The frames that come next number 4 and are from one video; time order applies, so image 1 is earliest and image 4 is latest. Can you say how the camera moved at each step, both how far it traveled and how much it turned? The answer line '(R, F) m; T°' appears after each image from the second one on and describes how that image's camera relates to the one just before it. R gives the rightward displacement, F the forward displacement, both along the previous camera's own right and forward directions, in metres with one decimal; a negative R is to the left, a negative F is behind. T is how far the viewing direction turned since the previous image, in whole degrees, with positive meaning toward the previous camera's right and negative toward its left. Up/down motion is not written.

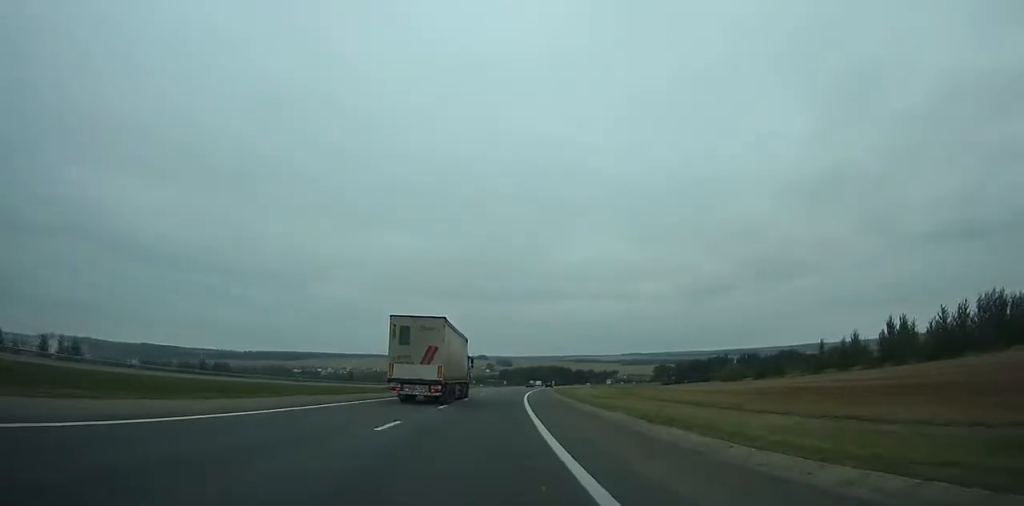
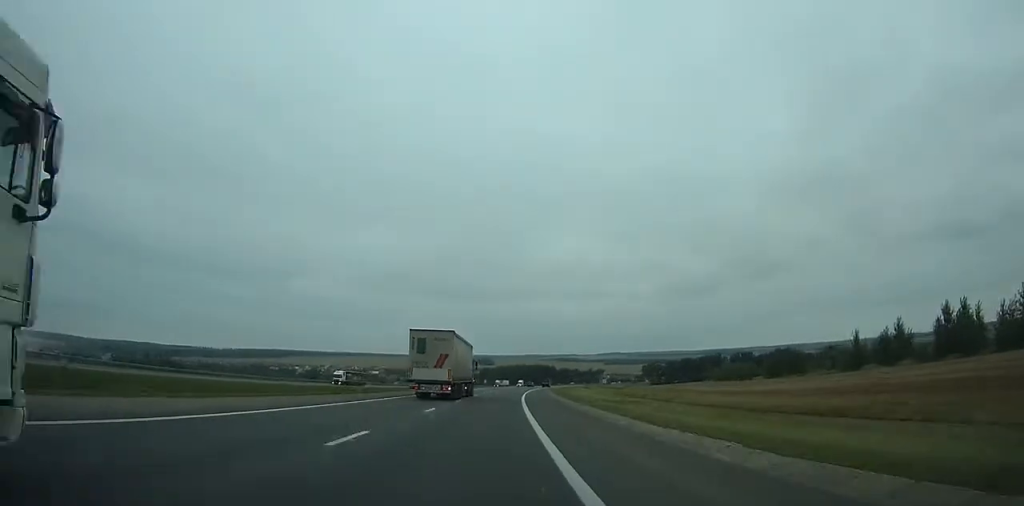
(+0.5, +28.0) m; +2°
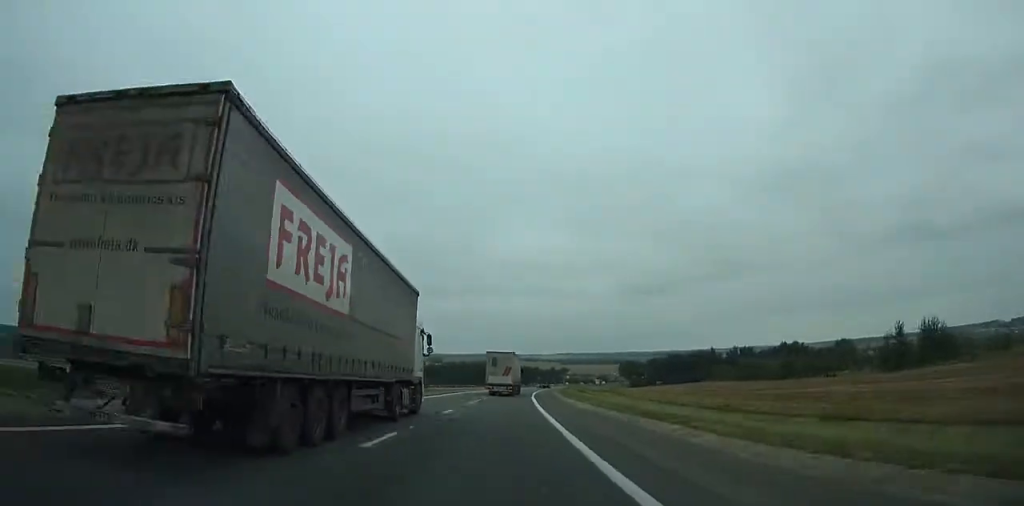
(+3.4, +83.1) m; +5°
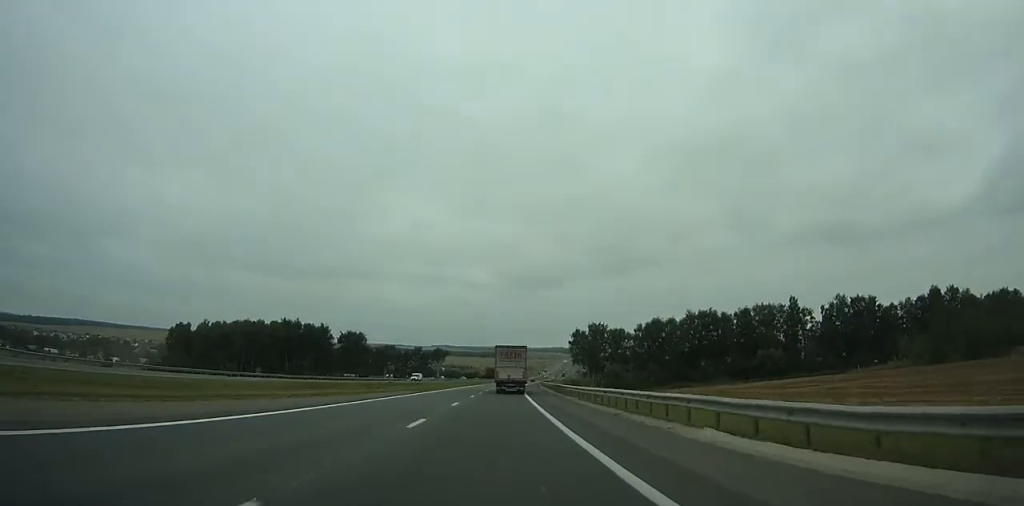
(+25.4, +232.5) m; +12°
